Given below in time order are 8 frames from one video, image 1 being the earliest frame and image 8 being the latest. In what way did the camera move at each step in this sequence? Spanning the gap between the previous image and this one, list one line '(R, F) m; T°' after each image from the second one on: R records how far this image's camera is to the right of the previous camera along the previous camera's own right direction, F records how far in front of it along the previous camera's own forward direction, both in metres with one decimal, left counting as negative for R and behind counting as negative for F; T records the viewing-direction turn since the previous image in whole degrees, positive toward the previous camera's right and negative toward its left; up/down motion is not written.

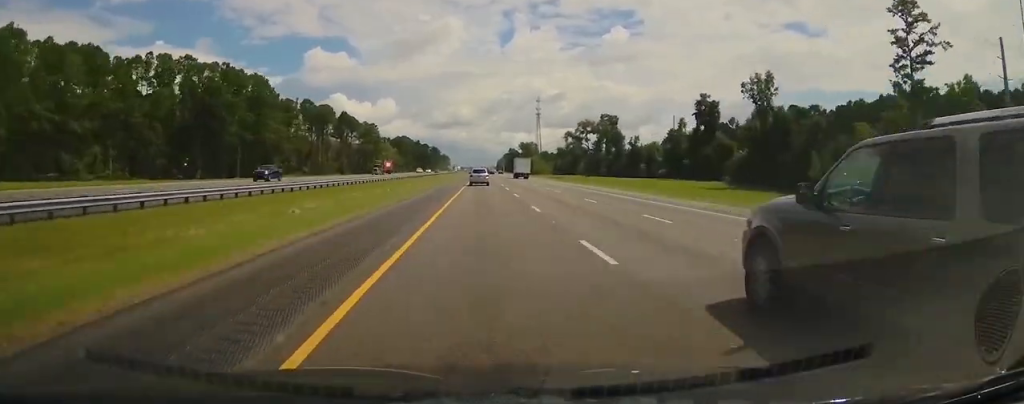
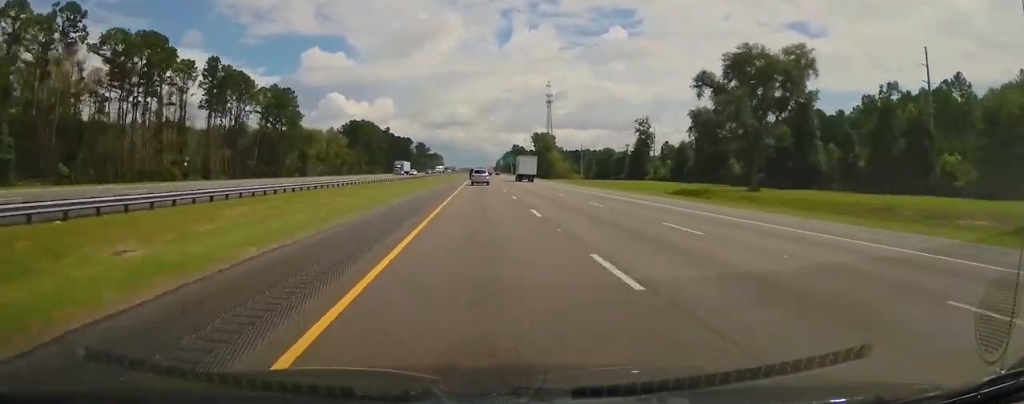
(+0.7, +134.2) m; +1°
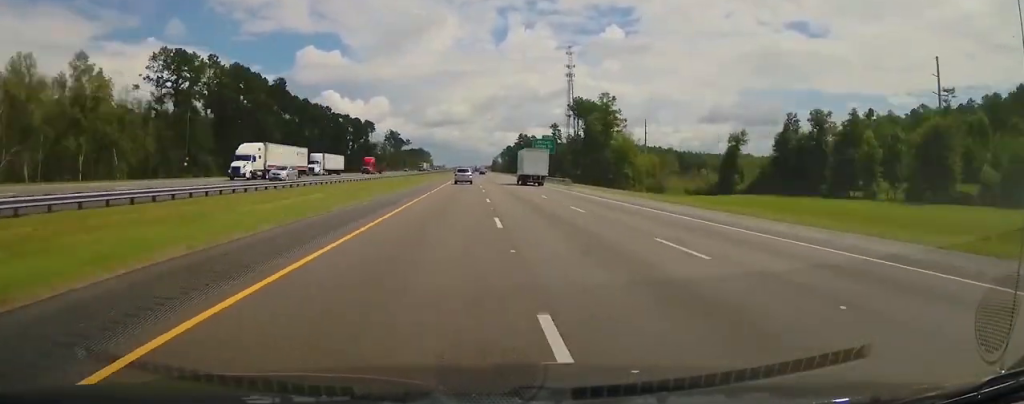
(+0.9, +159.7) m; 0°
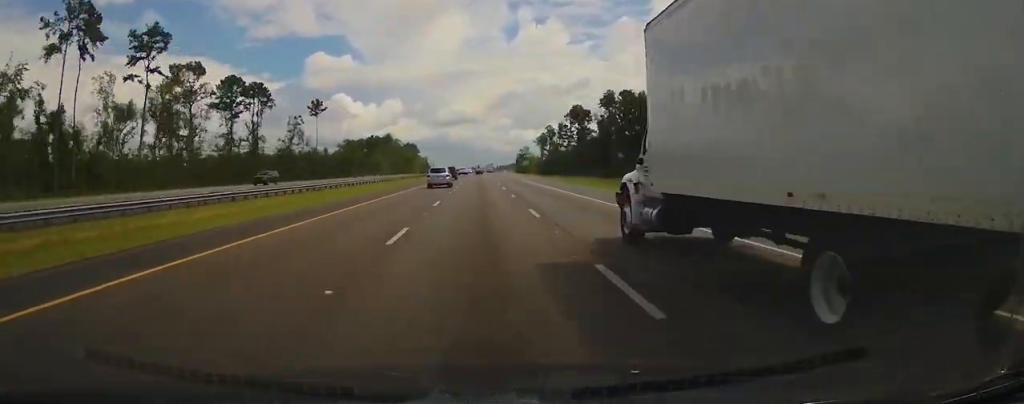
(-3.5, +346.4) m; -2°
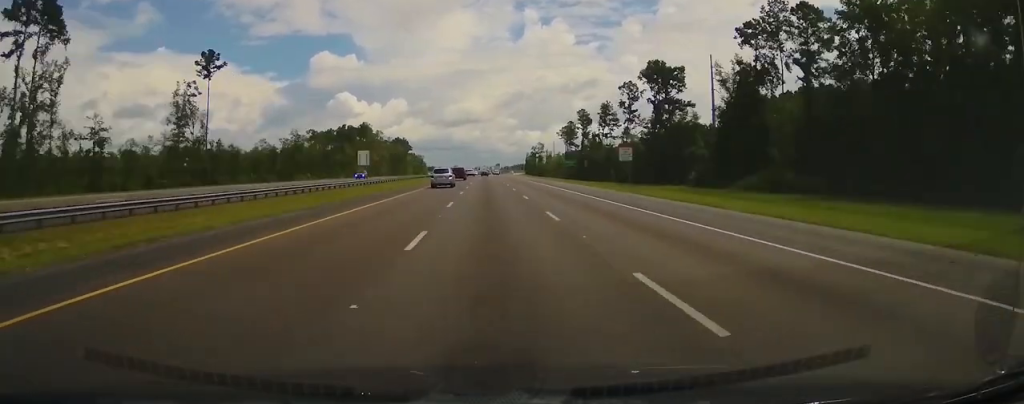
(-1.4, +94.8) m; 0°
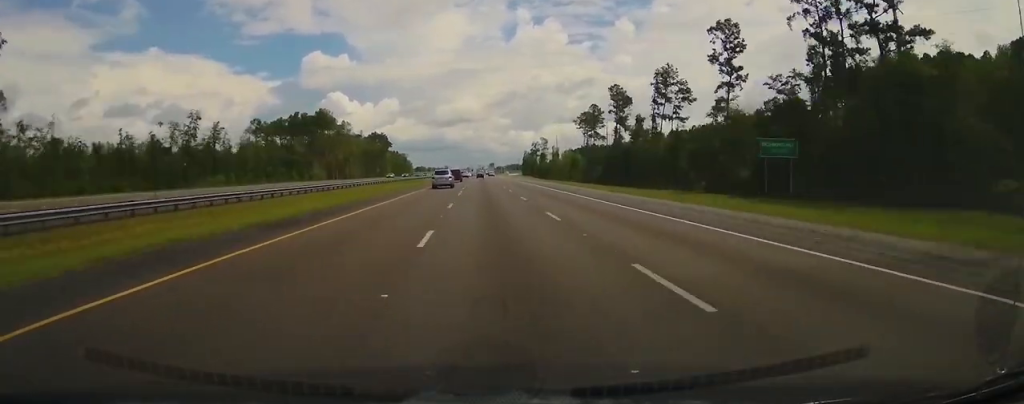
(-0.4, +70.7) m; 0°
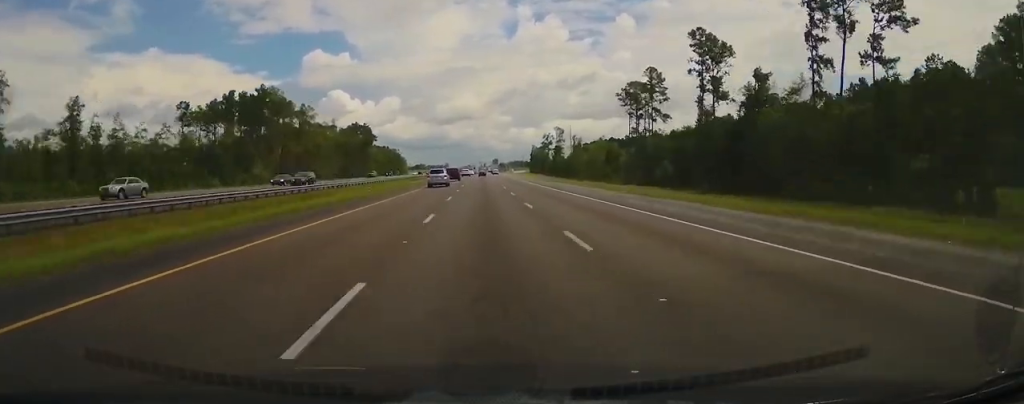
(+0.7, +65.4) m; +1°
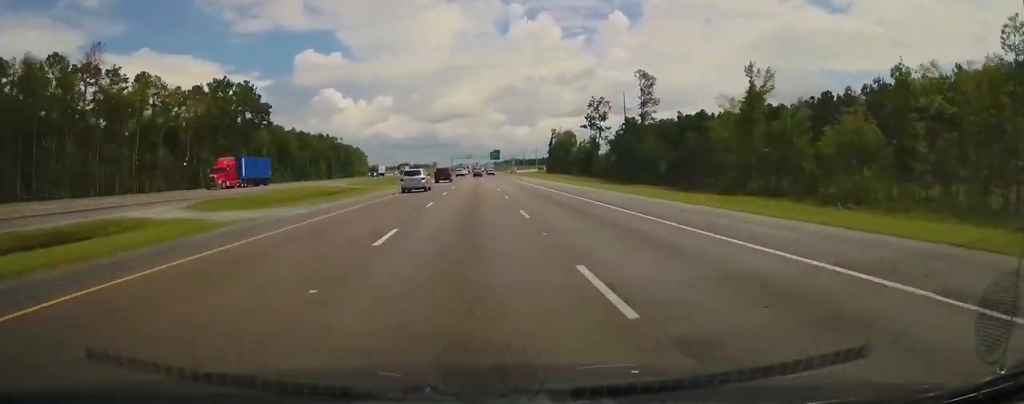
(+1.7, +171.7) m; +1°
